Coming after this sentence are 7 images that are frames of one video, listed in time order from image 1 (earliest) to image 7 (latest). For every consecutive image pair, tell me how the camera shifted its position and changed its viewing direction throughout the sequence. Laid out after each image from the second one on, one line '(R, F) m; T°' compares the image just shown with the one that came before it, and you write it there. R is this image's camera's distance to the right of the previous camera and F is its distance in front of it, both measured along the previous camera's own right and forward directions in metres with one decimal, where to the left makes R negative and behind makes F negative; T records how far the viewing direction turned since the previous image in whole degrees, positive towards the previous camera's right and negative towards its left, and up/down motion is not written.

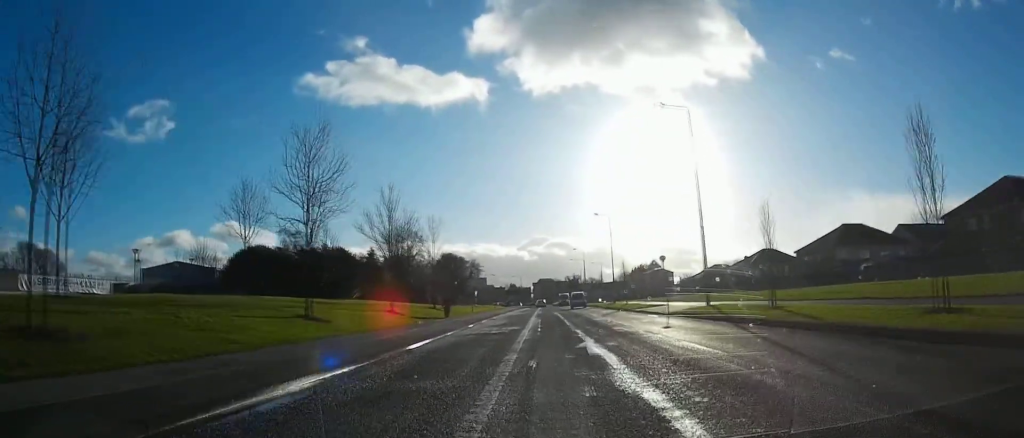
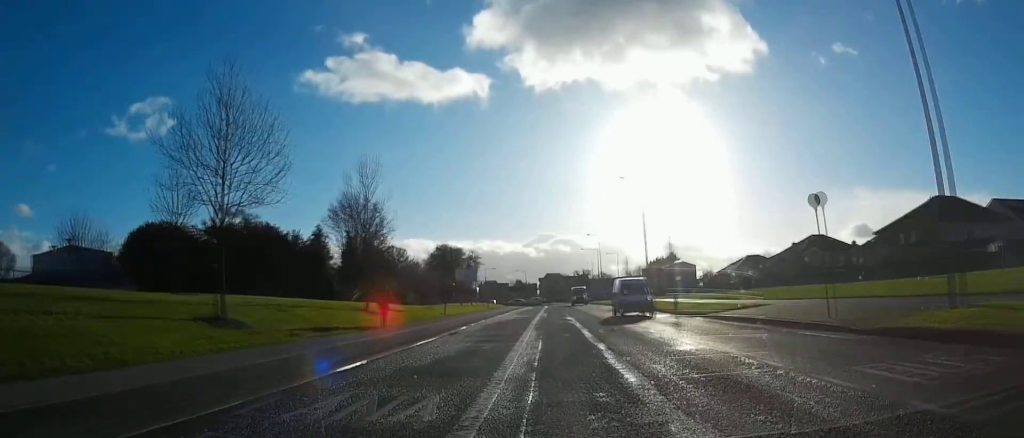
(-0.1, +21.0) m; 0°
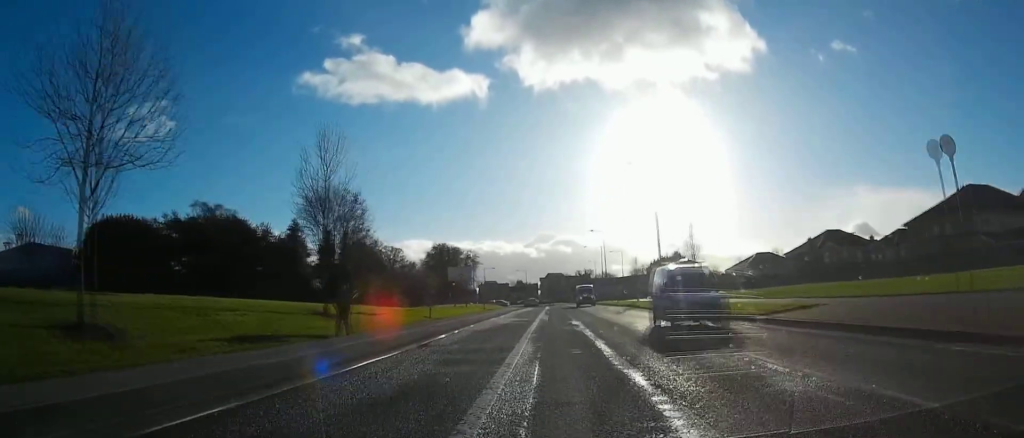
(0.0, +5.9) m; 0°
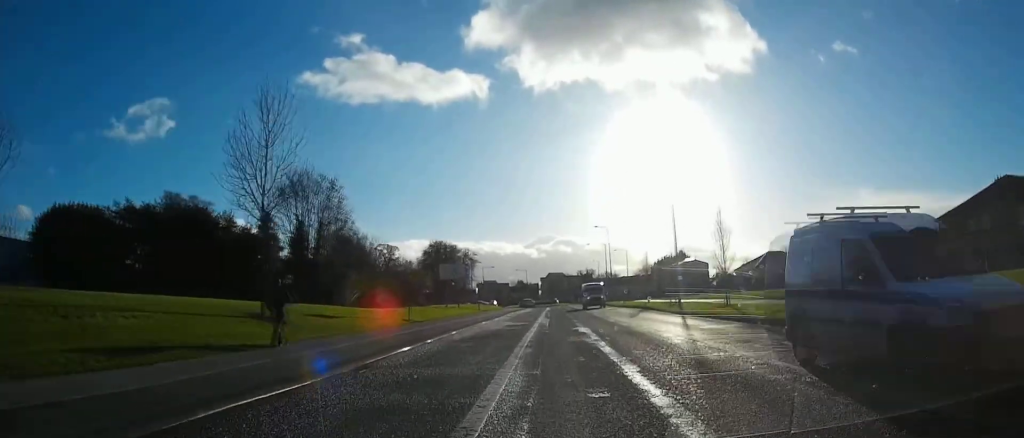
(+0.1, +5.8) m; 0°
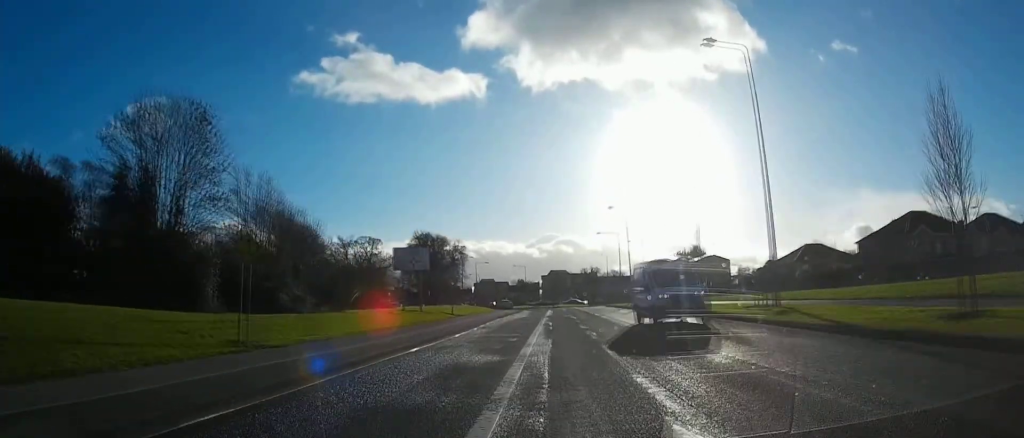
(0.0, +18.0) m; 0°
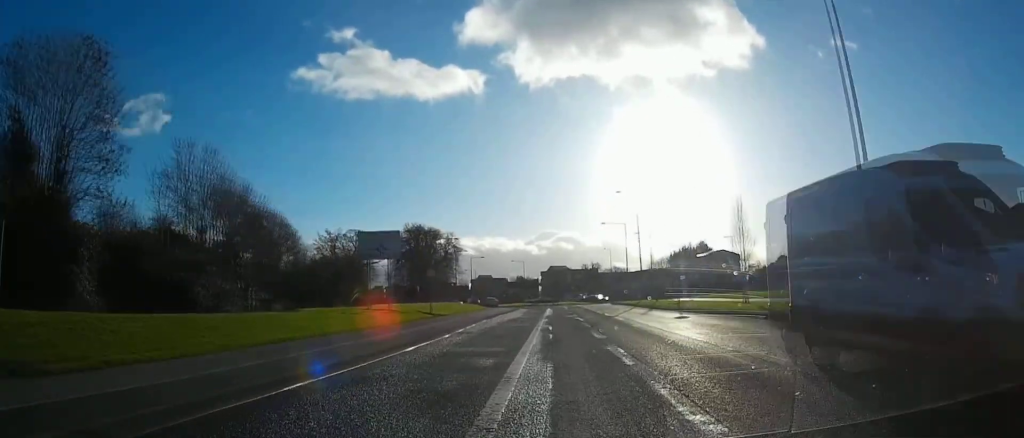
(0.0, +7.9) m; 0°
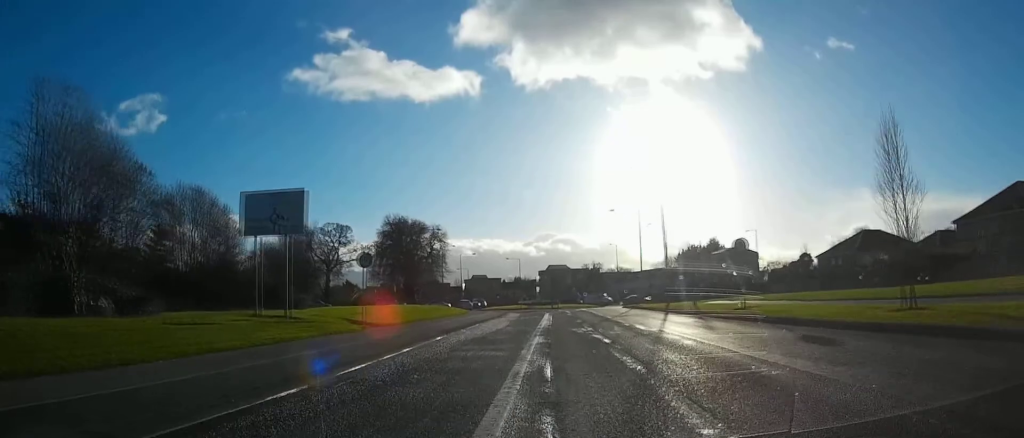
(0.0, +13.1) m; 0°
